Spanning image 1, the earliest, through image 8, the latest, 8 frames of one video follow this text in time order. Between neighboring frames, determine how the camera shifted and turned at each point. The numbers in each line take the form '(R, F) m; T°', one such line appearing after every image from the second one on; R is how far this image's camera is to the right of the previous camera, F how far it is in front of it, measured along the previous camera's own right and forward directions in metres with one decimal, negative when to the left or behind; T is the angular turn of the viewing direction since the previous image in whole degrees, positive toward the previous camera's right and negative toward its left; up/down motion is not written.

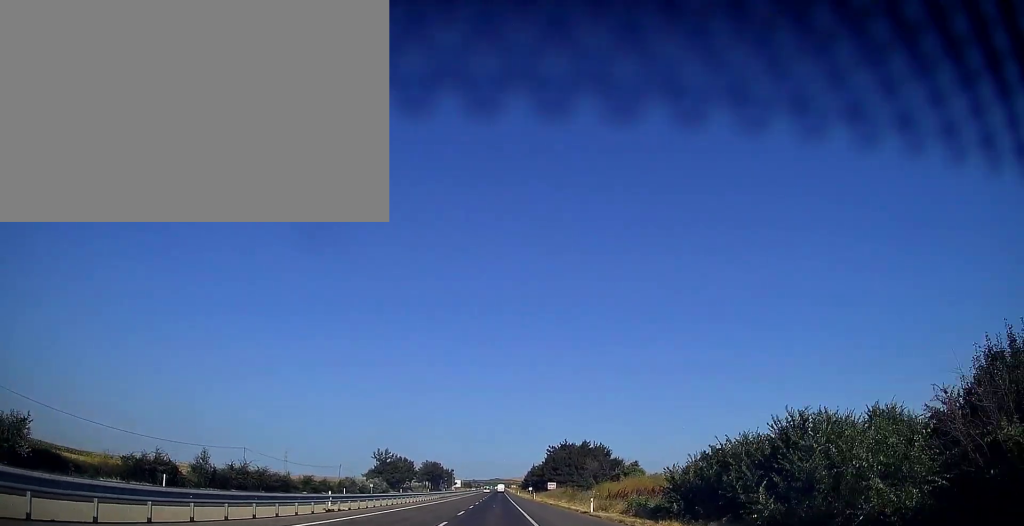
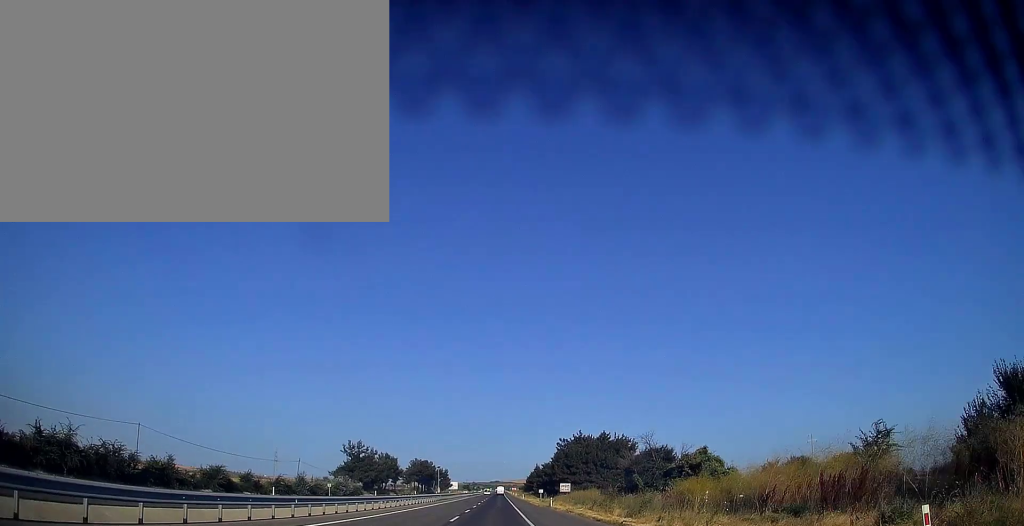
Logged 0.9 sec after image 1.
(-0.1, +27.3) m; 0°
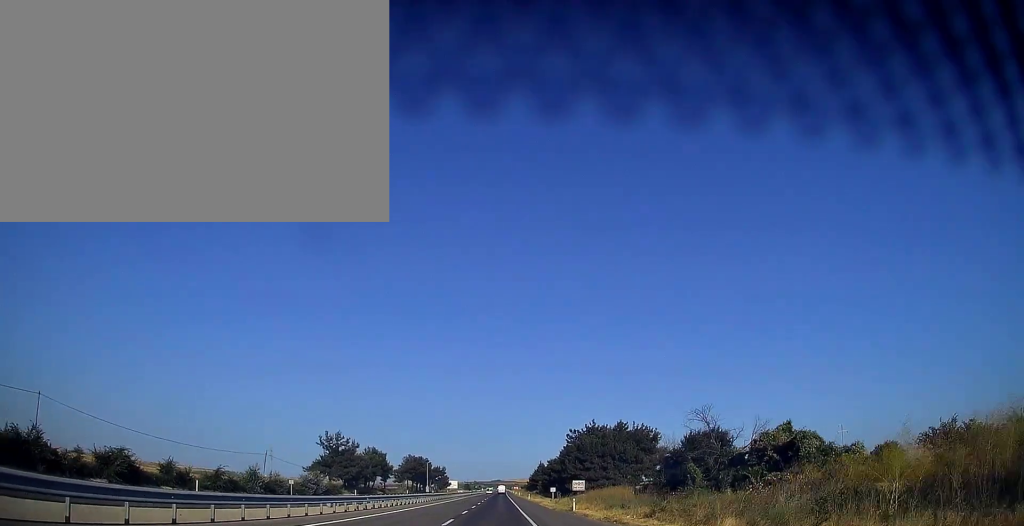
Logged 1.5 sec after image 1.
(0.0, +17.6) m; 0°
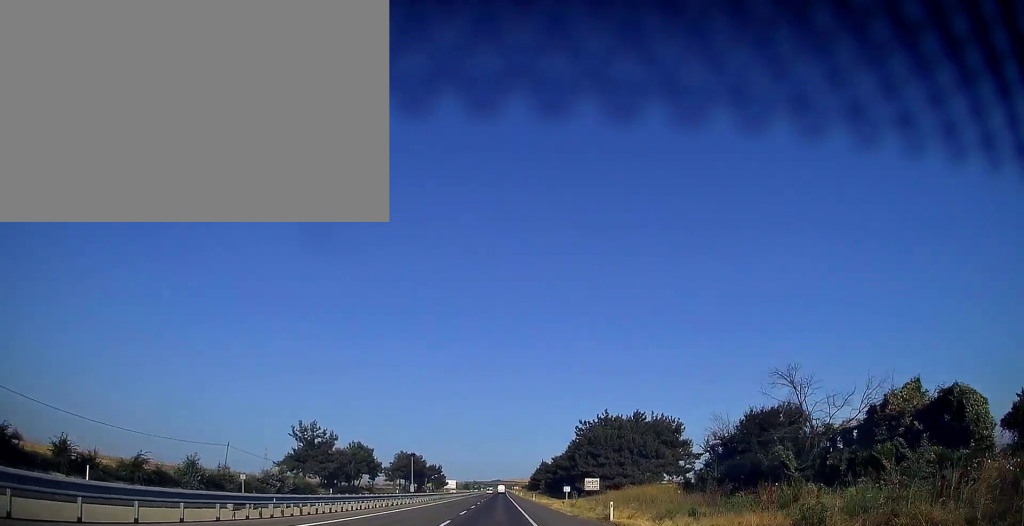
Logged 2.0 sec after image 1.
(0.0, +12.7) m; 0°
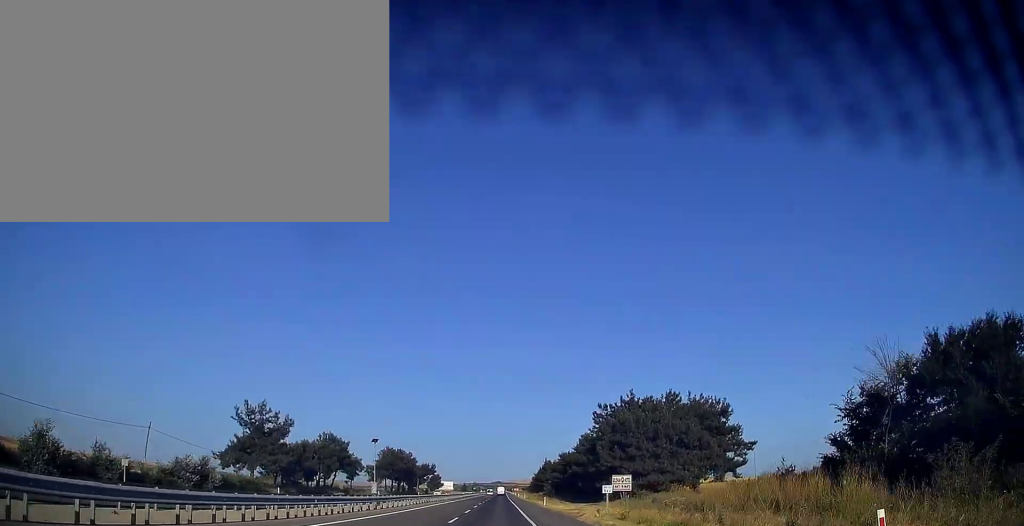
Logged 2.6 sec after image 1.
(0.0, +19.6) m; 0°
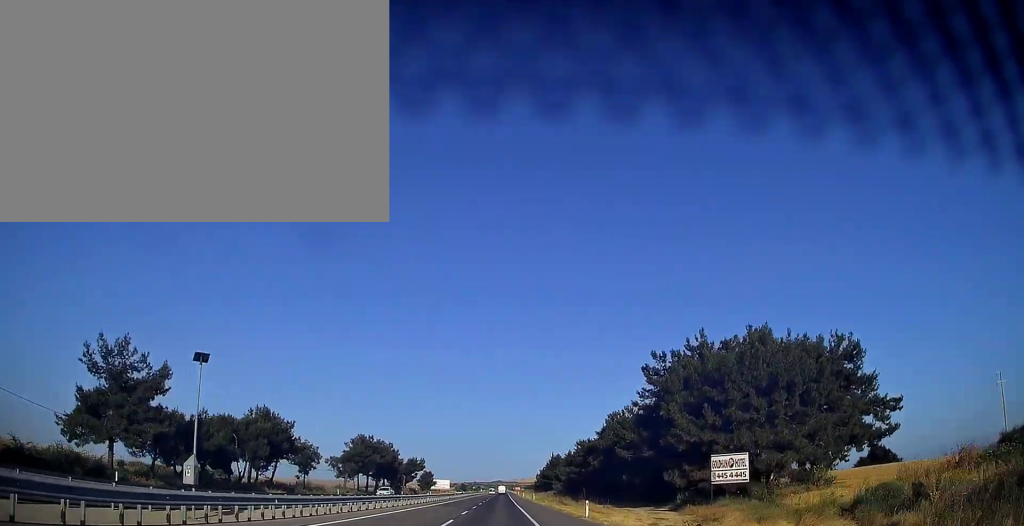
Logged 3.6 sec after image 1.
(0.0, +28.4) m; 0°
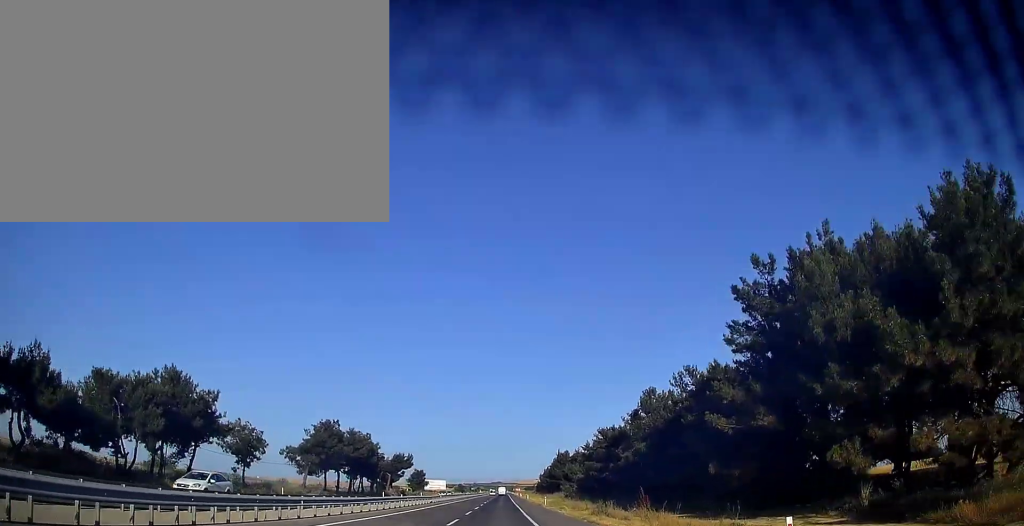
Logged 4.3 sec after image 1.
(0.0, +21.6) m; 0°
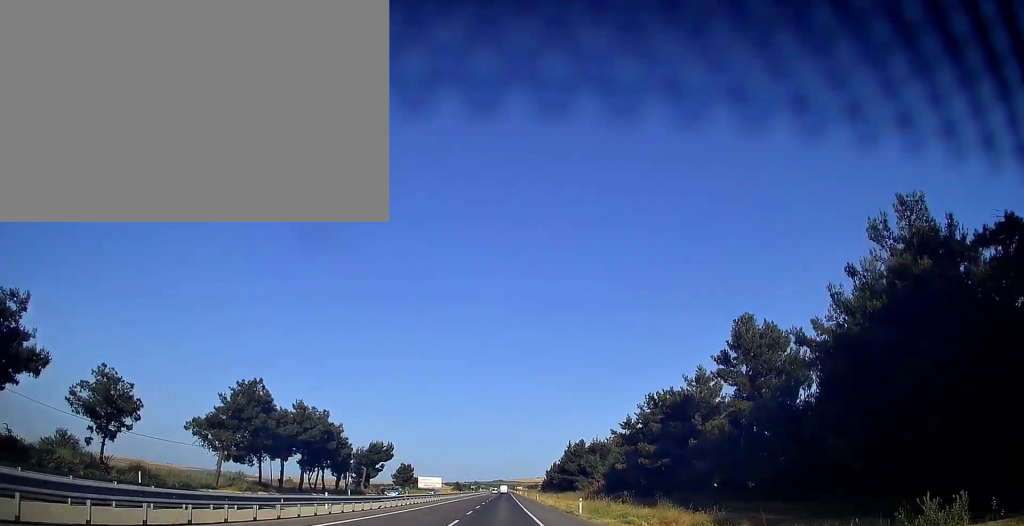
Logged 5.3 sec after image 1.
(0.0, +27.4) m; 0°
